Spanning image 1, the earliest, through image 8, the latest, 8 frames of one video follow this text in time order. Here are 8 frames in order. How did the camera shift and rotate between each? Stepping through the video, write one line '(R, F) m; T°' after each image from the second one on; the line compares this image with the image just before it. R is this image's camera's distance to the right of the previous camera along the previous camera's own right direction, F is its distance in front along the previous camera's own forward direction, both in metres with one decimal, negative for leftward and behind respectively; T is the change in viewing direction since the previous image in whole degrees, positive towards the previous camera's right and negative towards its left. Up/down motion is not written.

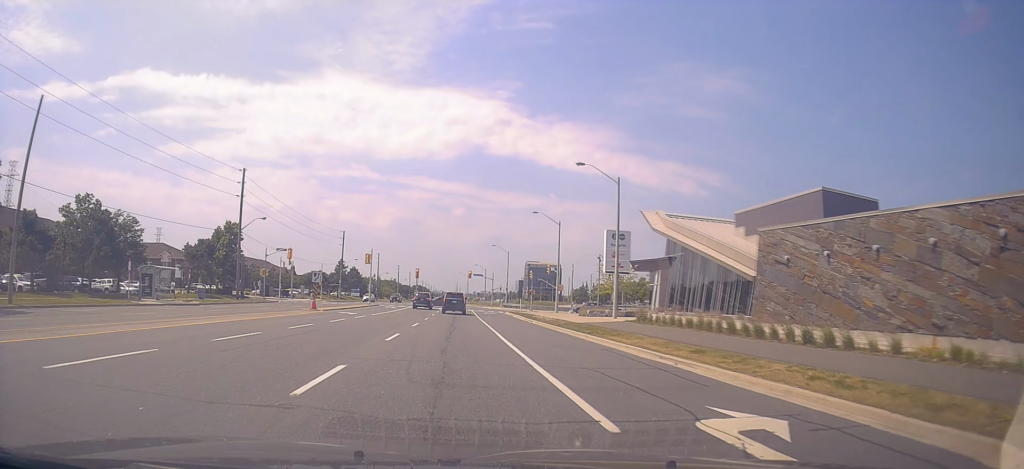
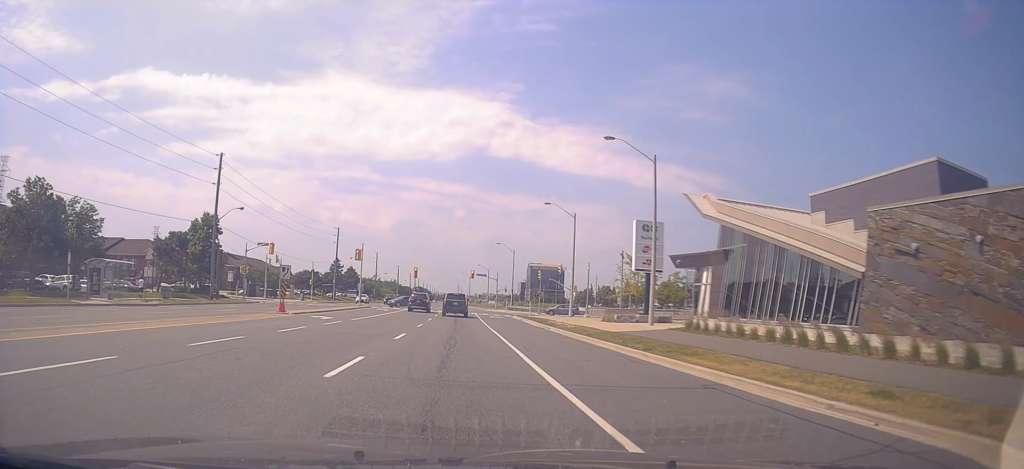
(-0.3, +7.8) m; -1°
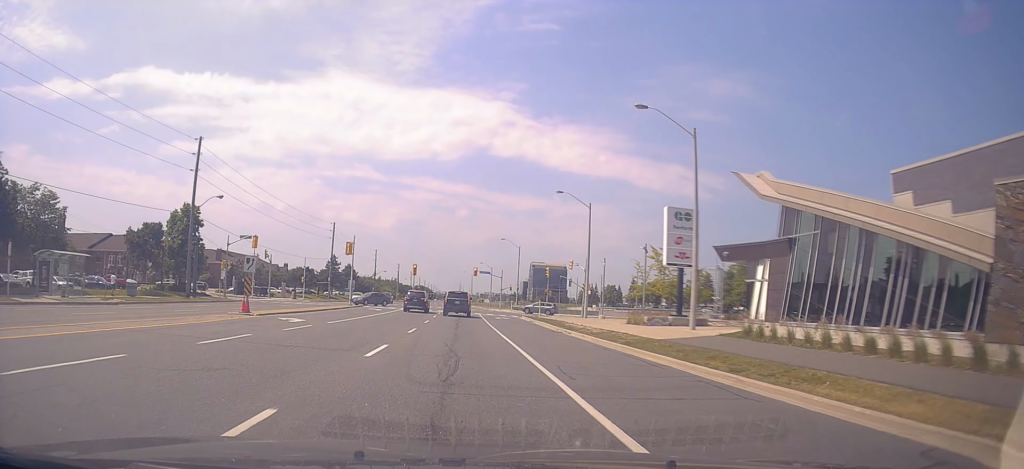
(+0.2, +5.8) m; +1°
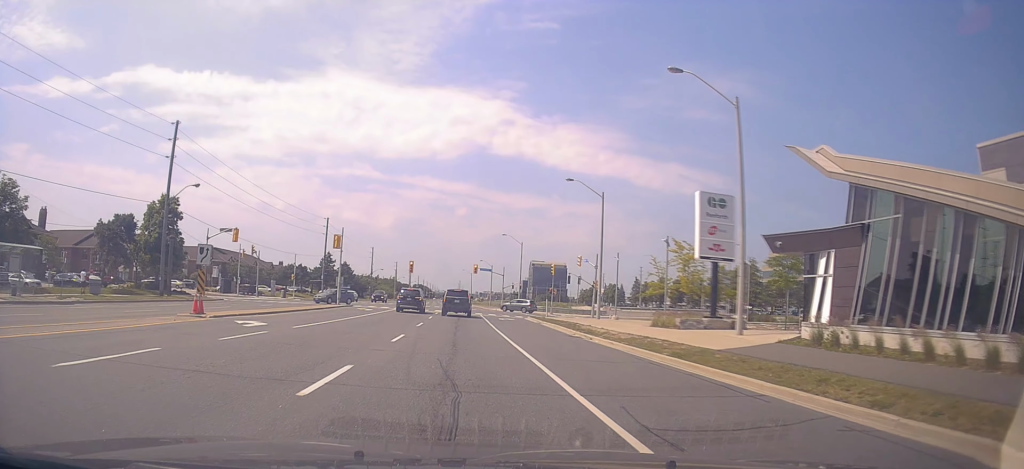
(0.0, +5.1) m; +1°
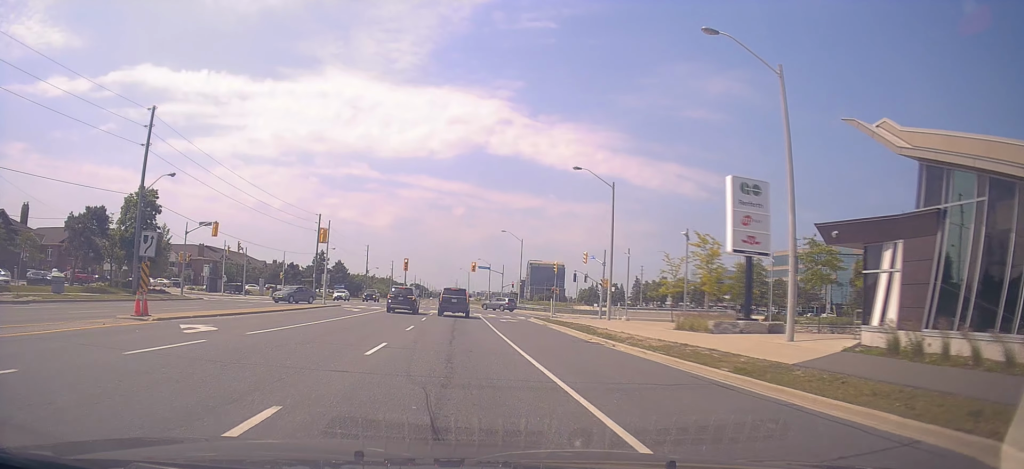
(0.0, +4.0) m; 0°
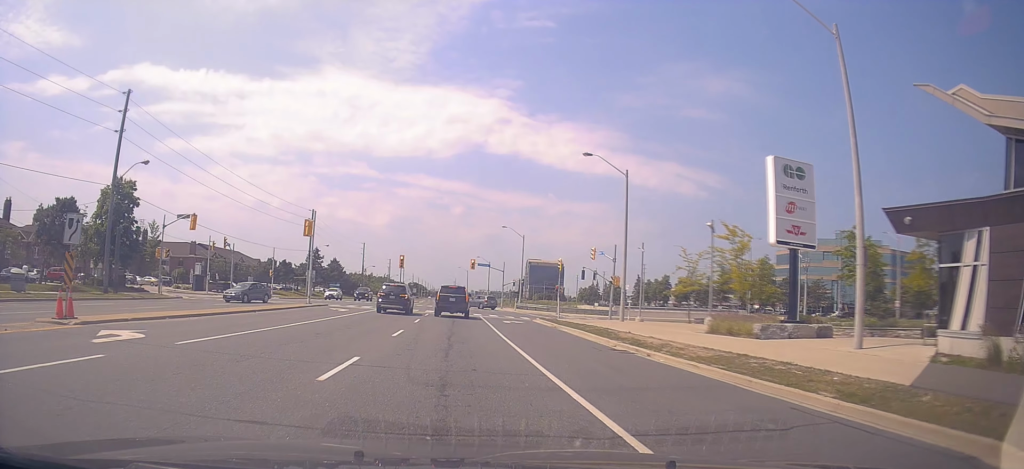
(0.0, +3.9) m; -1°
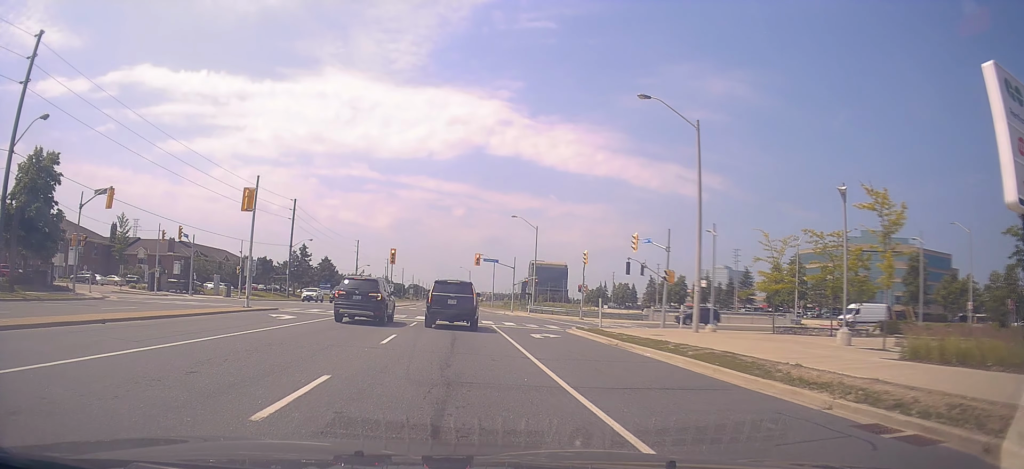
(-0.5, +12.2) m; -2°
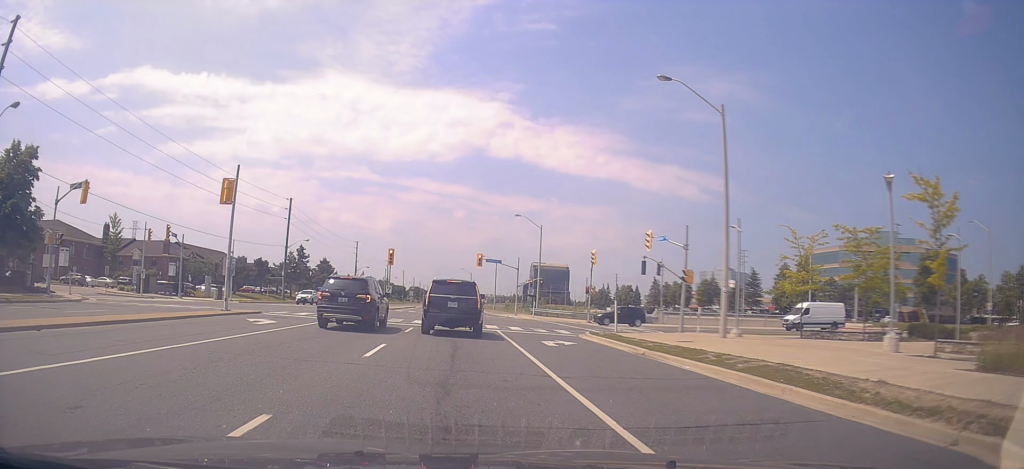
(0.0, +3.1) m; +3°
